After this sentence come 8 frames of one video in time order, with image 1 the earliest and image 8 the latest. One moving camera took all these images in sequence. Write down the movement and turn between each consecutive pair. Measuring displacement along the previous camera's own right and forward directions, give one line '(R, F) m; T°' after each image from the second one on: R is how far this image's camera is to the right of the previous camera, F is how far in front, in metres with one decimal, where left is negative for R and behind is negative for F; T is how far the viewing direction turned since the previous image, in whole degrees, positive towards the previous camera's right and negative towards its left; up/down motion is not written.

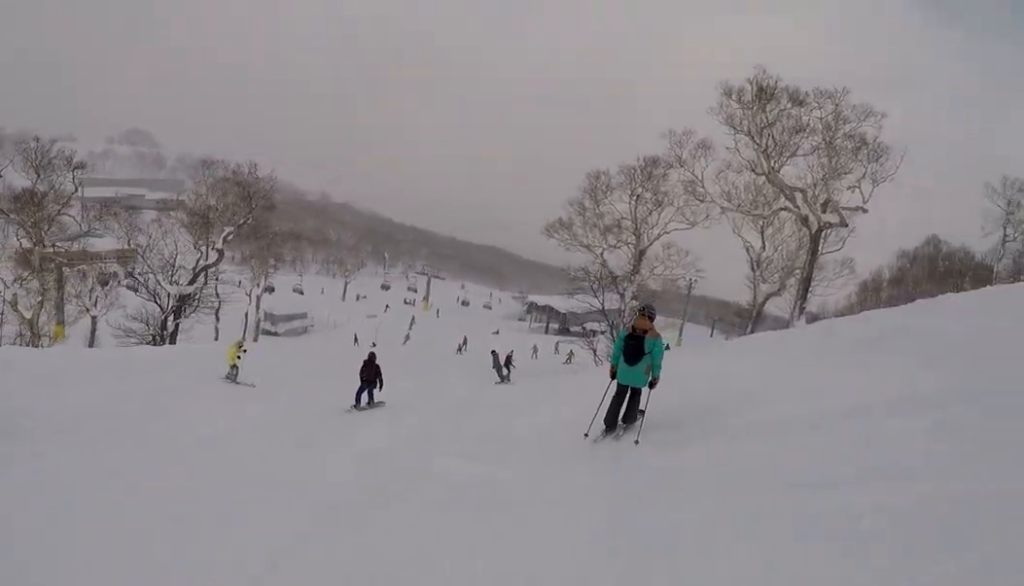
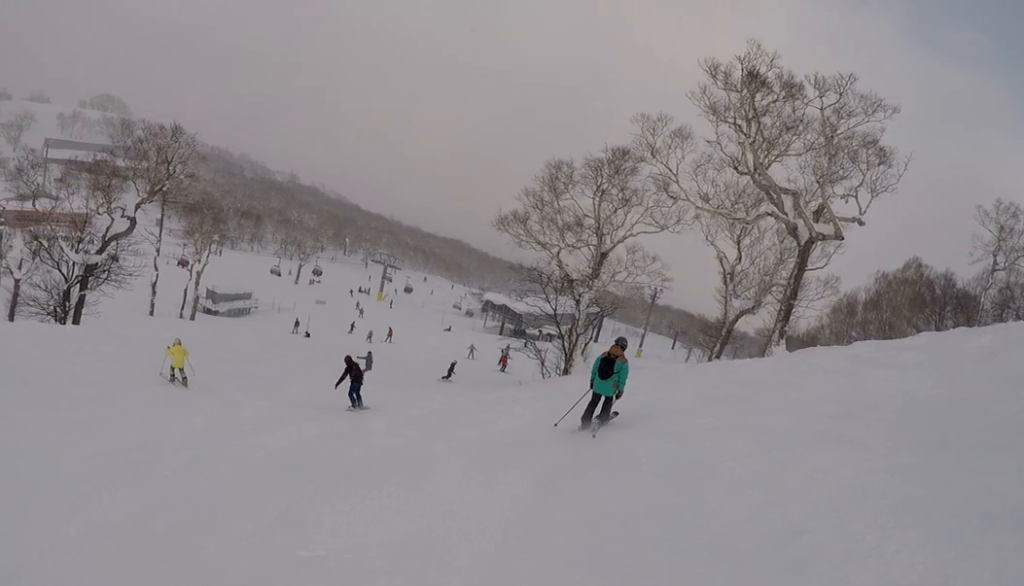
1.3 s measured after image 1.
(-1.4, +6.6) m; -2°
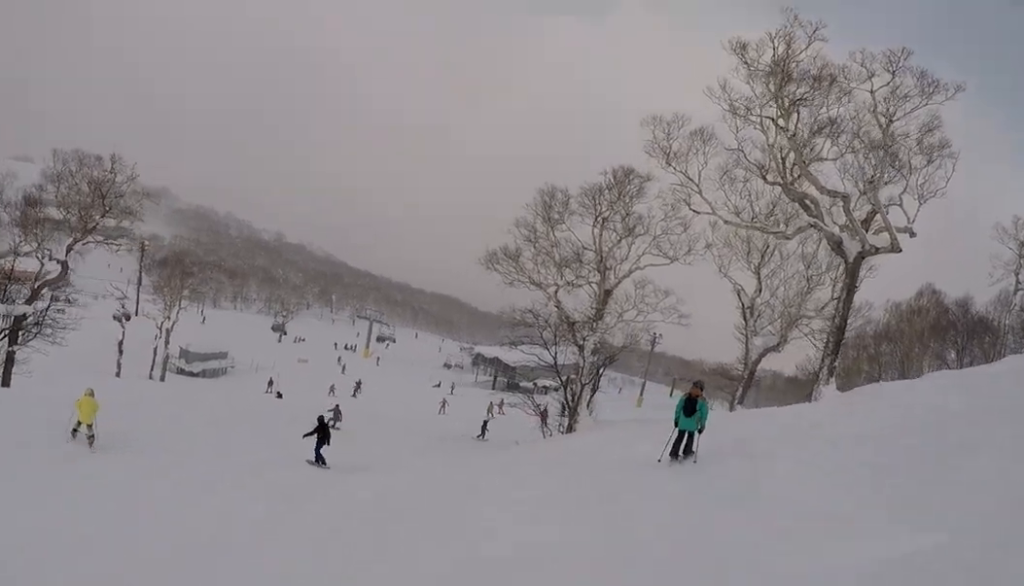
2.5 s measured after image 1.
(+1.5, +6.0) m; +8°
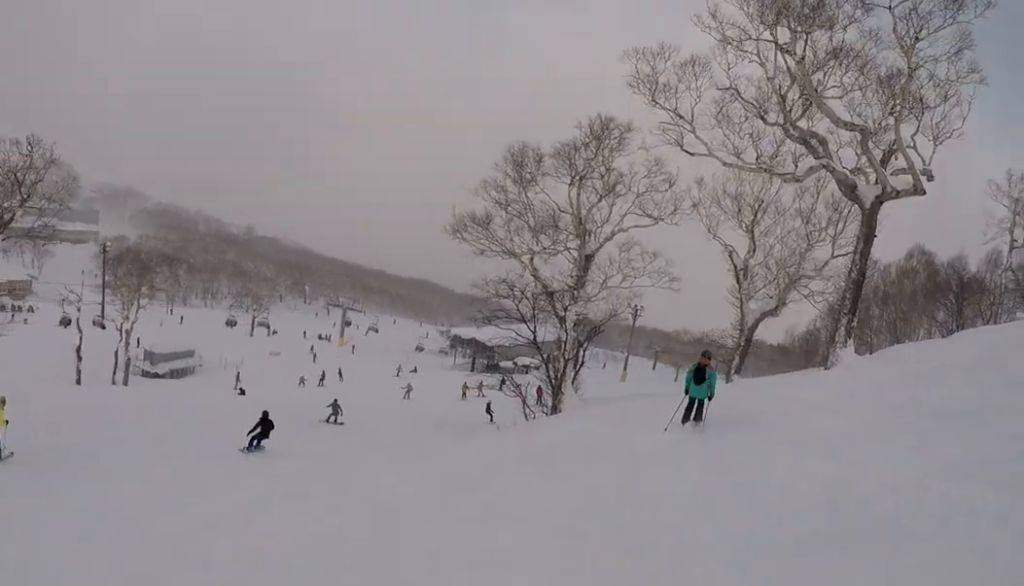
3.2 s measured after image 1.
(+0.1, +3.5) m; -8°
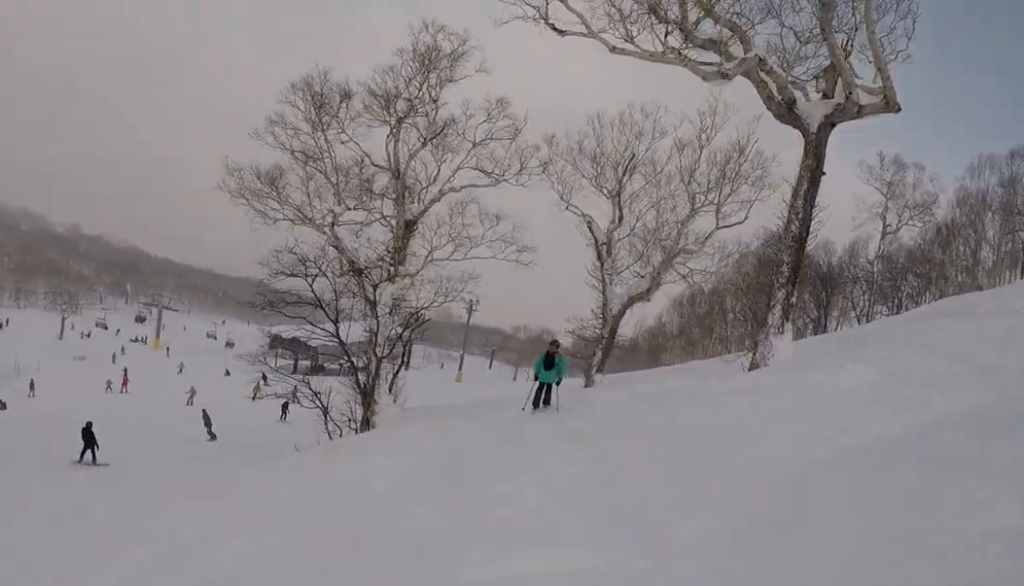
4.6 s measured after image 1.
(-0.4, +8.1) m; +7°
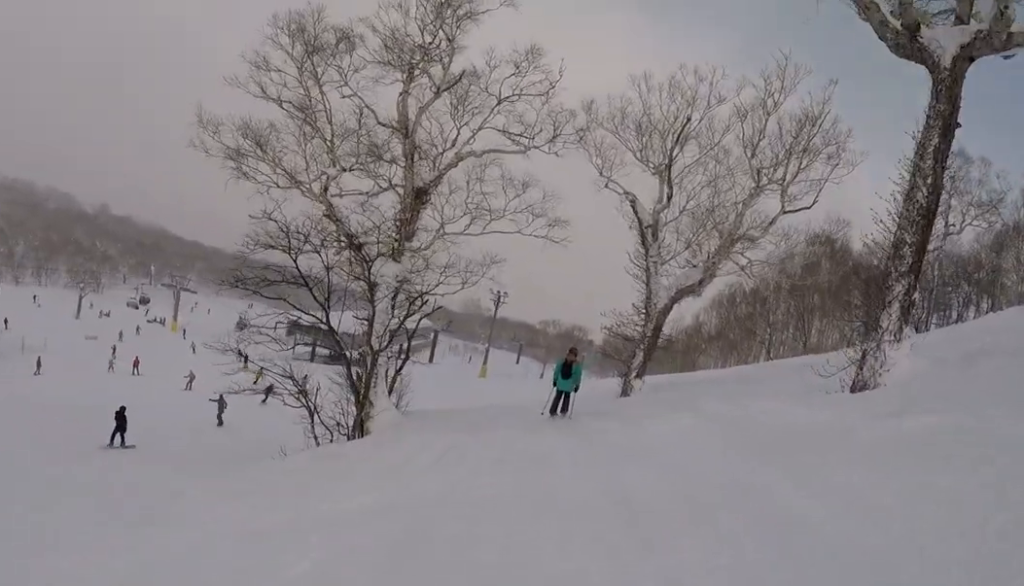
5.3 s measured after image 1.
(+0.5, +4.2) m; +8°
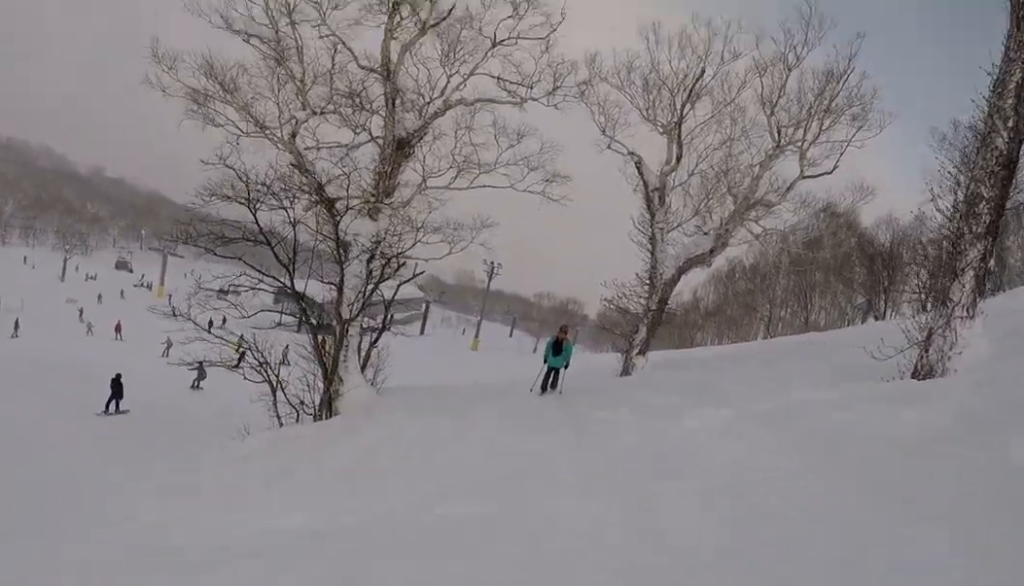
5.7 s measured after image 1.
(0.0, +2.4) m; 0°
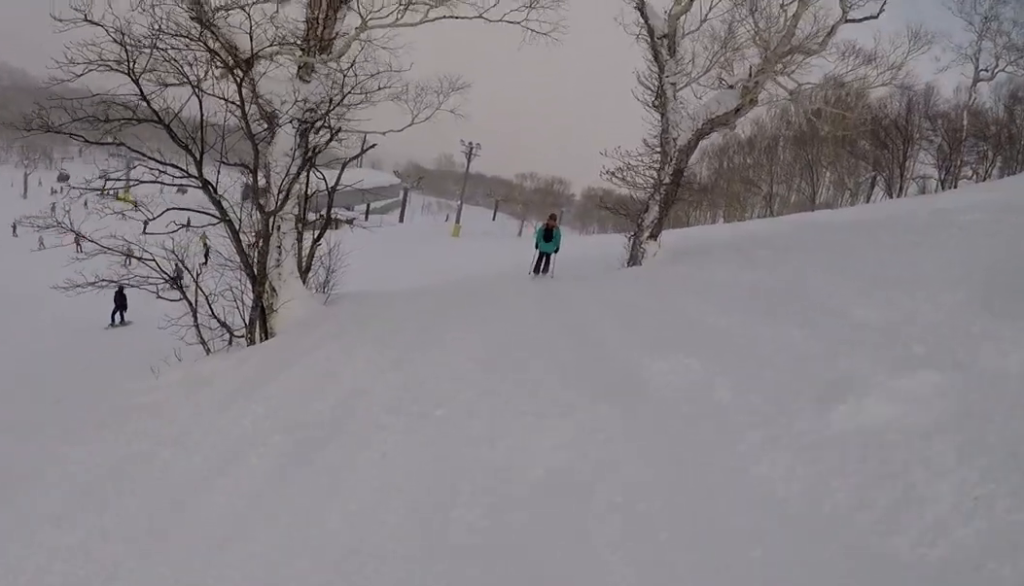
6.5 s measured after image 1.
(0.0, +4.2) m; +1°
